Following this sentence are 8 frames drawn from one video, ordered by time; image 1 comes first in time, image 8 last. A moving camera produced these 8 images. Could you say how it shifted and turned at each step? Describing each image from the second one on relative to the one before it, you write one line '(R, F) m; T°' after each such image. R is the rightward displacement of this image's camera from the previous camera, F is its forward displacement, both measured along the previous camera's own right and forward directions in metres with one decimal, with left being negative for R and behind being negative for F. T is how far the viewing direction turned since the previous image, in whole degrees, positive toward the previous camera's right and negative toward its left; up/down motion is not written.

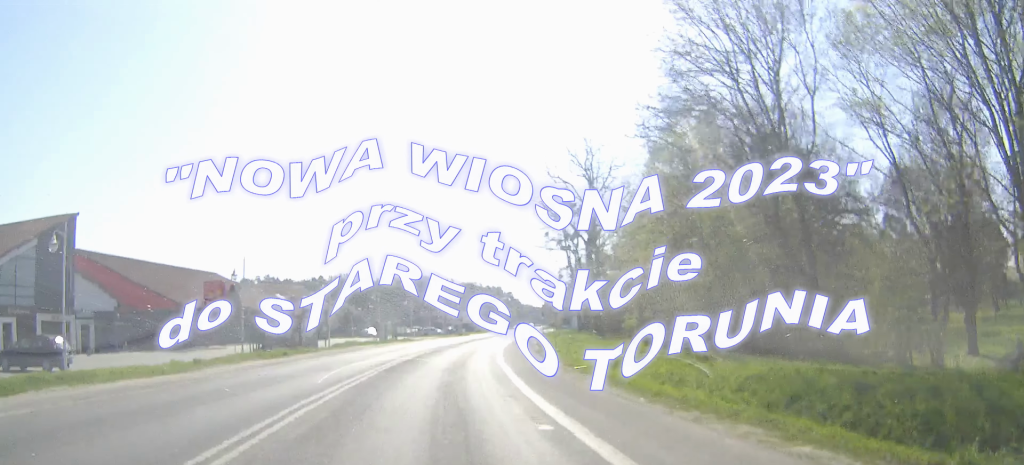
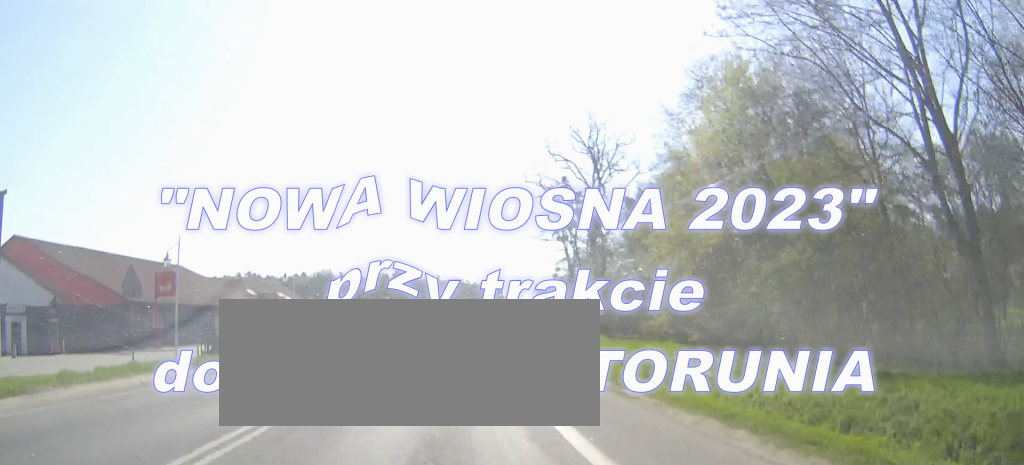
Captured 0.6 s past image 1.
(0.0, +9.5) m; +1°
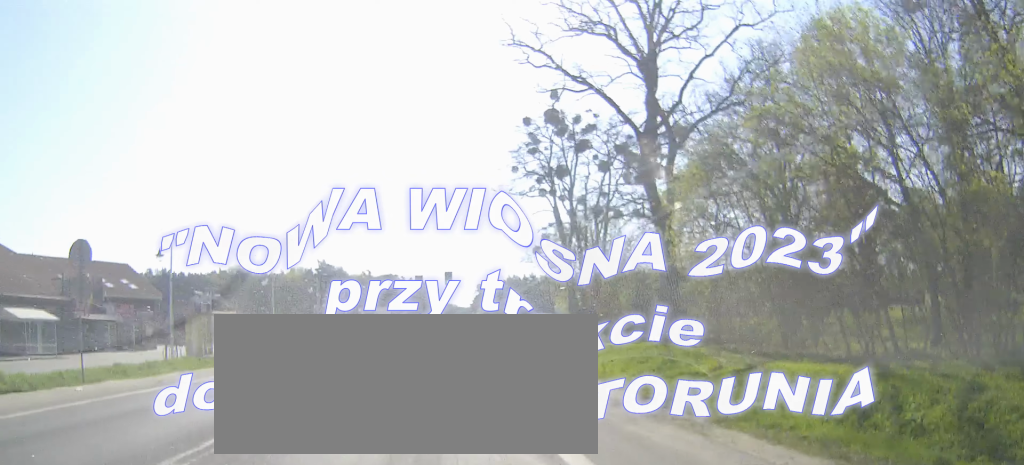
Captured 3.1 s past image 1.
(+1.5, +36.2) m; +5°
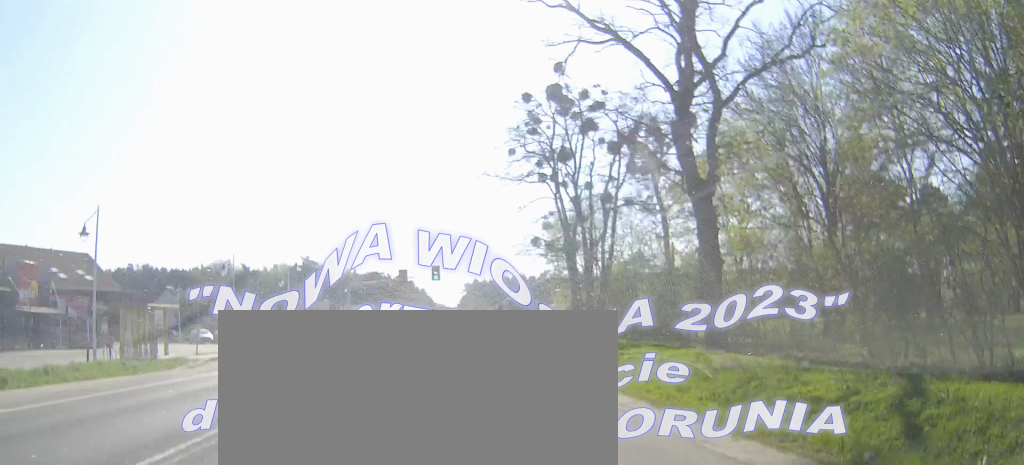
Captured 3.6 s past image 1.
(0.0, +7.1) m; +1°
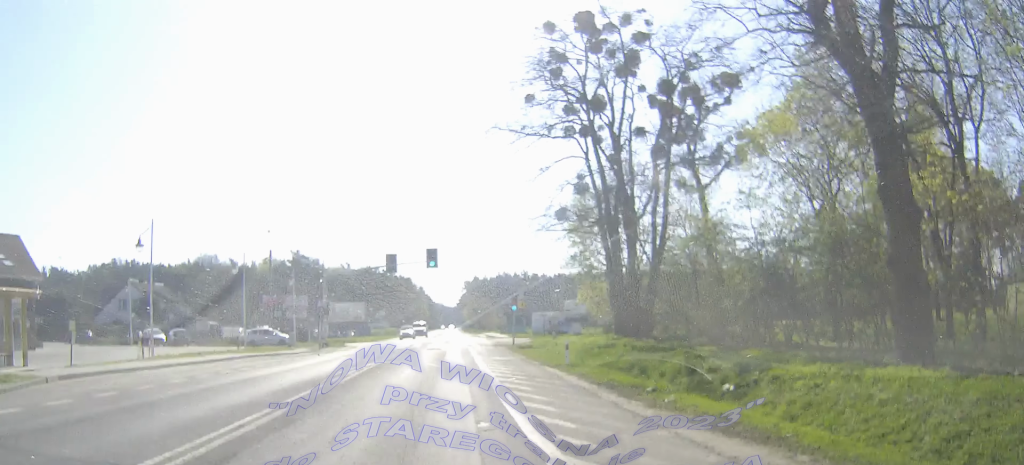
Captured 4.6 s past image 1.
(+0.2, +13.1) m; +1°
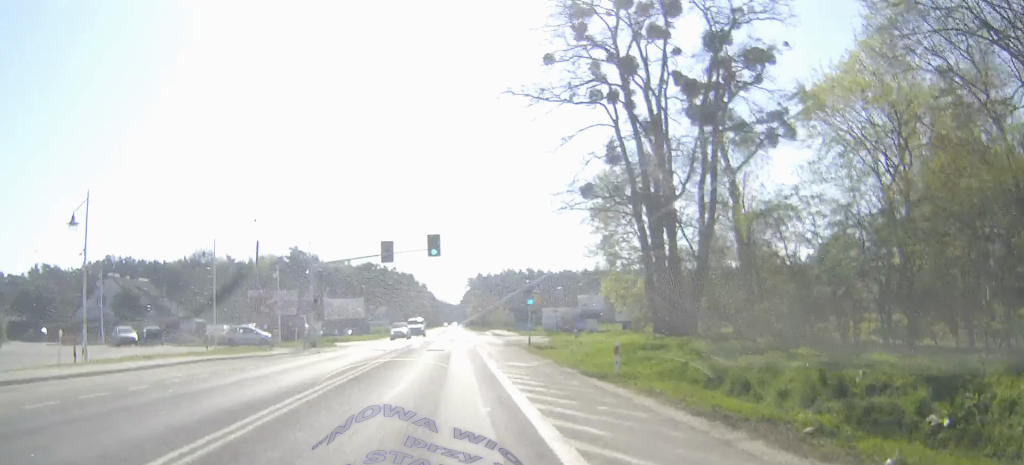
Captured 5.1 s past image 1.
(+0.1, +6.9) m; 0°
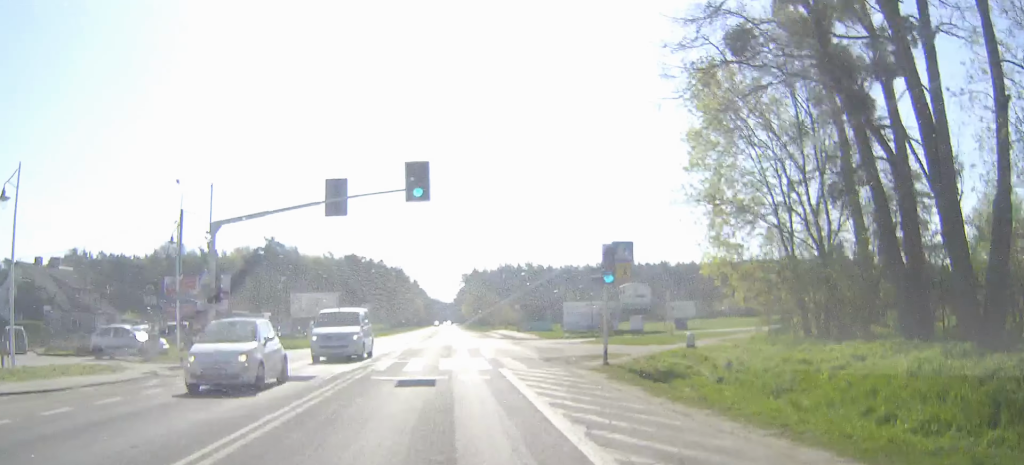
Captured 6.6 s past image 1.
(+0.1, +20.7) m; 0°
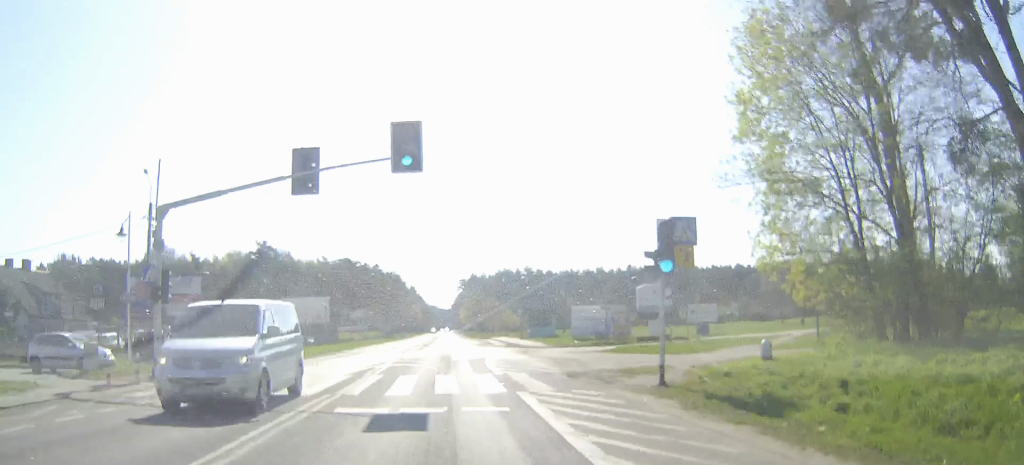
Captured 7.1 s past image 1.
(0.0, +6.0) m; 0°
